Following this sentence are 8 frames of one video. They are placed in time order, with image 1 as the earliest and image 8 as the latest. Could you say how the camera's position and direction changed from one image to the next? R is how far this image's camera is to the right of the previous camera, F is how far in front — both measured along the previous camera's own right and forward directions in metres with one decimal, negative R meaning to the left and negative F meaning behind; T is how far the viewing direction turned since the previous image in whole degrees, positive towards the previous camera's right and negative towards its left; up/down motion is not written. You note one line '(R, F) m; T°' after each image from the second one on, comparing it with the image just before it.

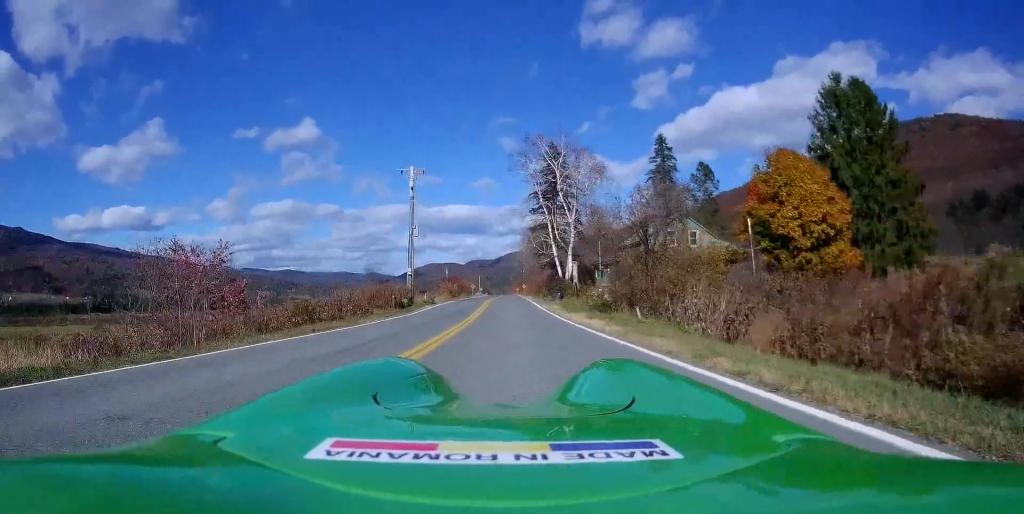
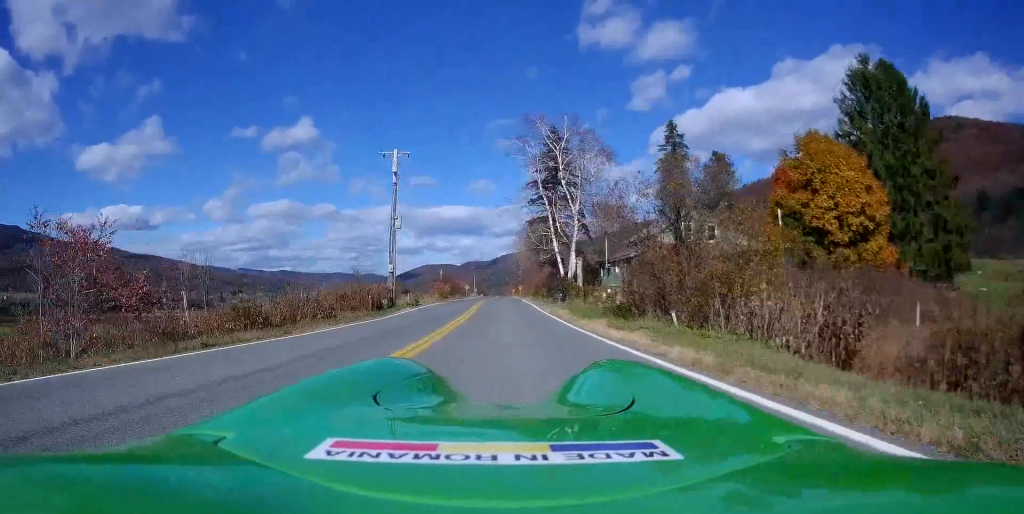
(0.0, +5.8) m; +1°
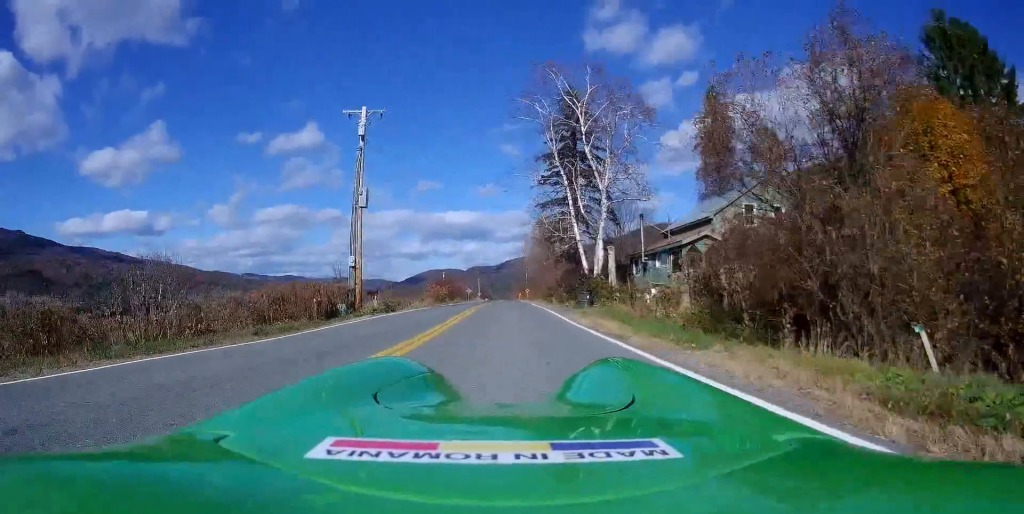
(+0.2, +11.2) m; -1°
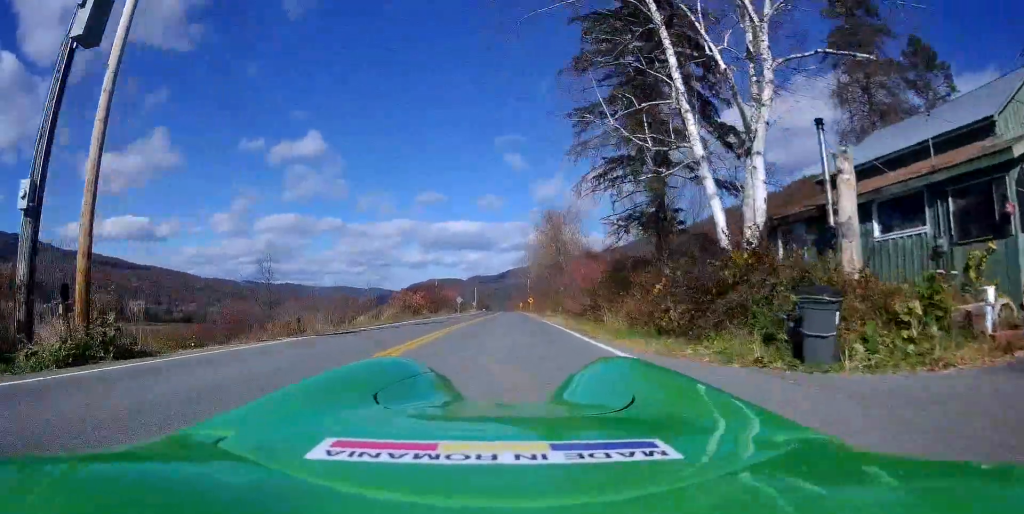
(-1.0, +22.1) m; 0°
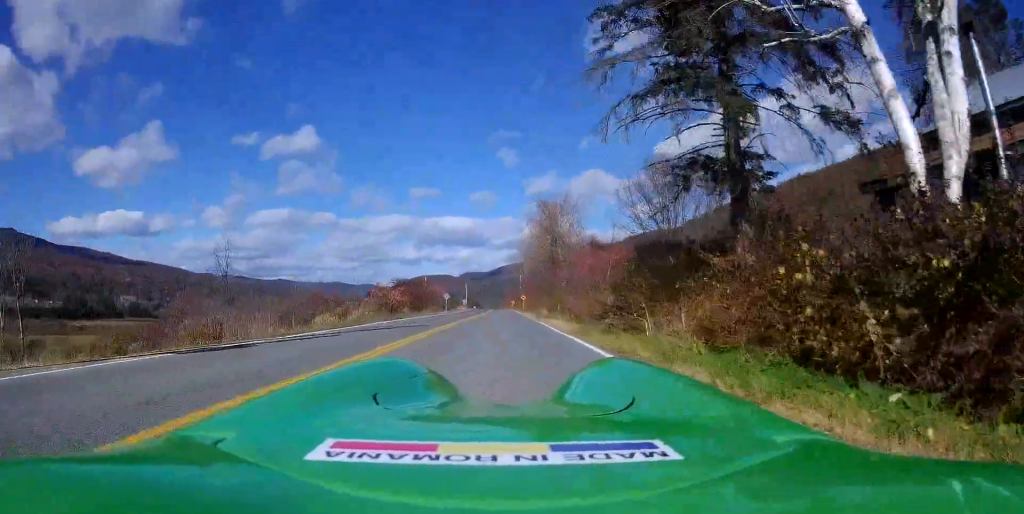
(+0.4, +6.7) m; +2°
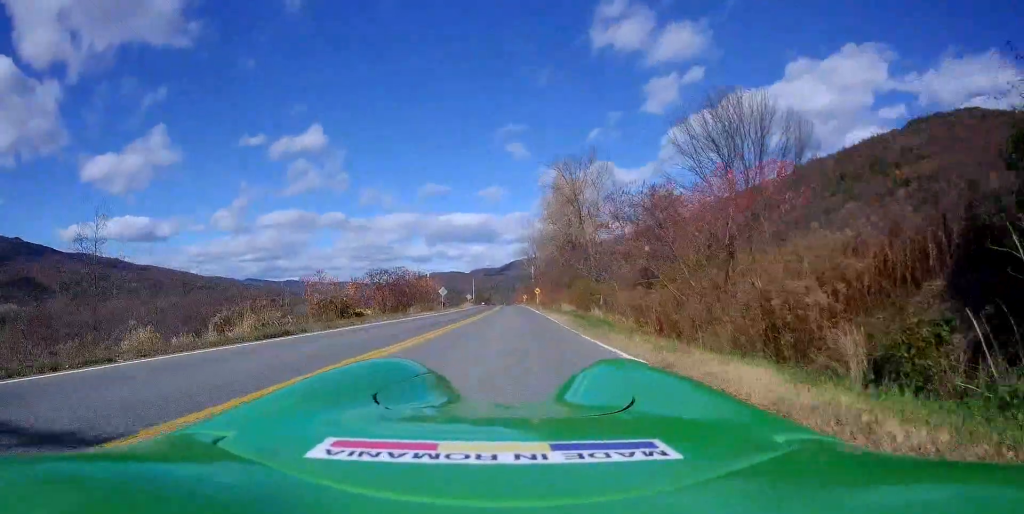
(-0.4, +16.6) m; -3°
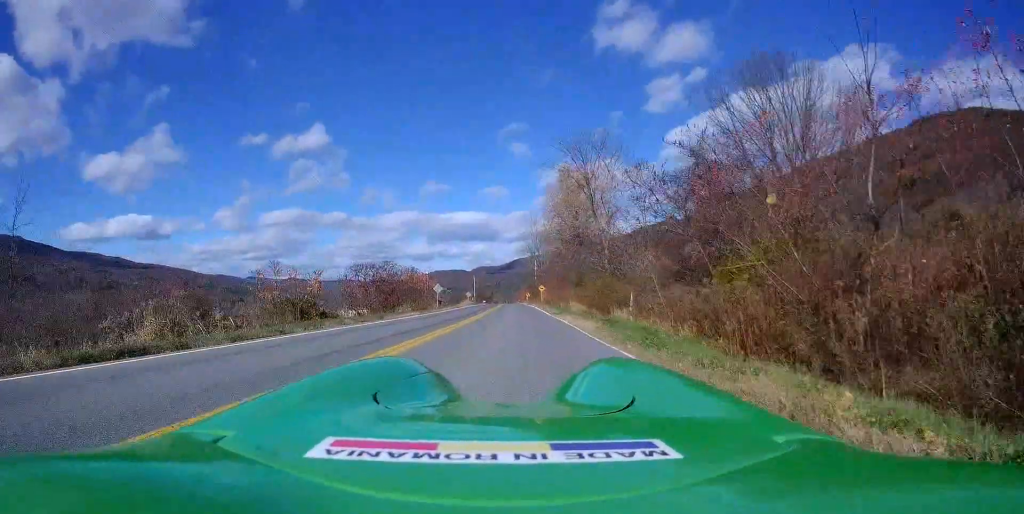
(0.0, +6.2) m; -1°
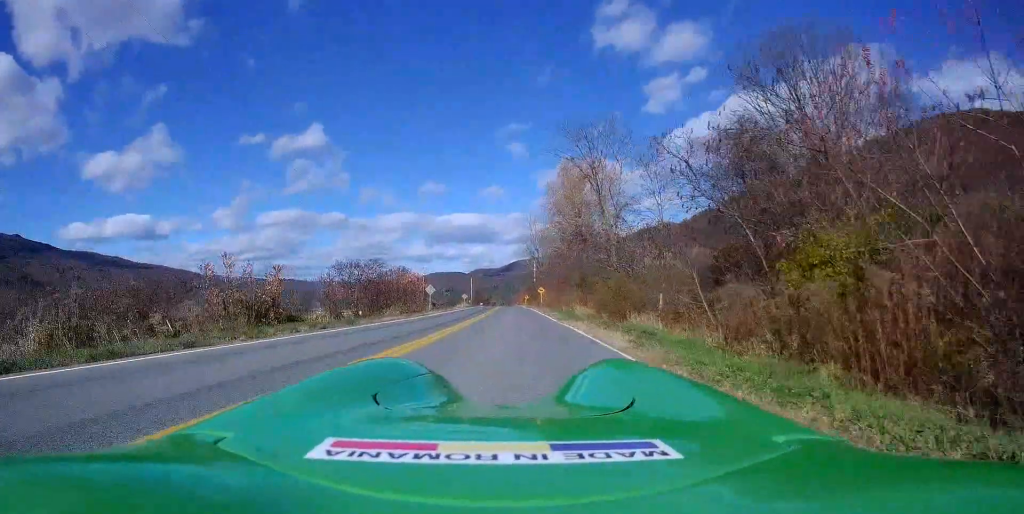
(-0.2, +4.5) m; 0°
